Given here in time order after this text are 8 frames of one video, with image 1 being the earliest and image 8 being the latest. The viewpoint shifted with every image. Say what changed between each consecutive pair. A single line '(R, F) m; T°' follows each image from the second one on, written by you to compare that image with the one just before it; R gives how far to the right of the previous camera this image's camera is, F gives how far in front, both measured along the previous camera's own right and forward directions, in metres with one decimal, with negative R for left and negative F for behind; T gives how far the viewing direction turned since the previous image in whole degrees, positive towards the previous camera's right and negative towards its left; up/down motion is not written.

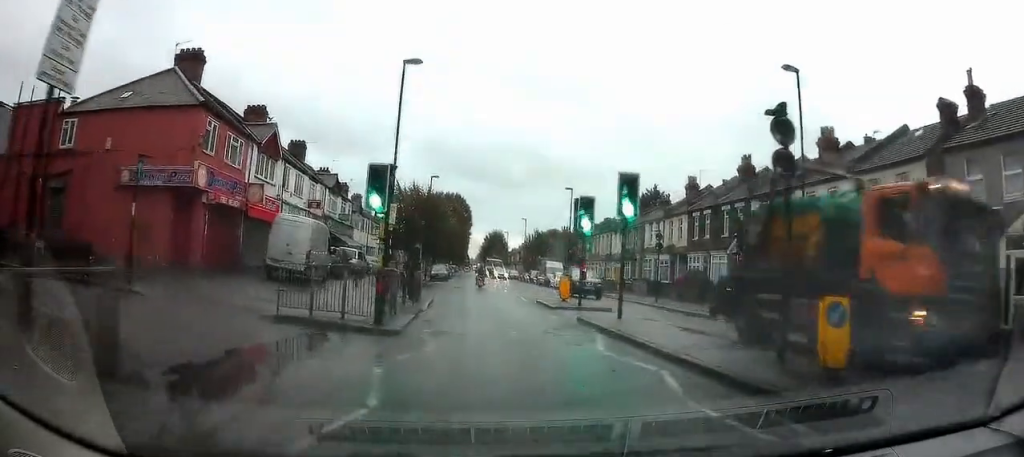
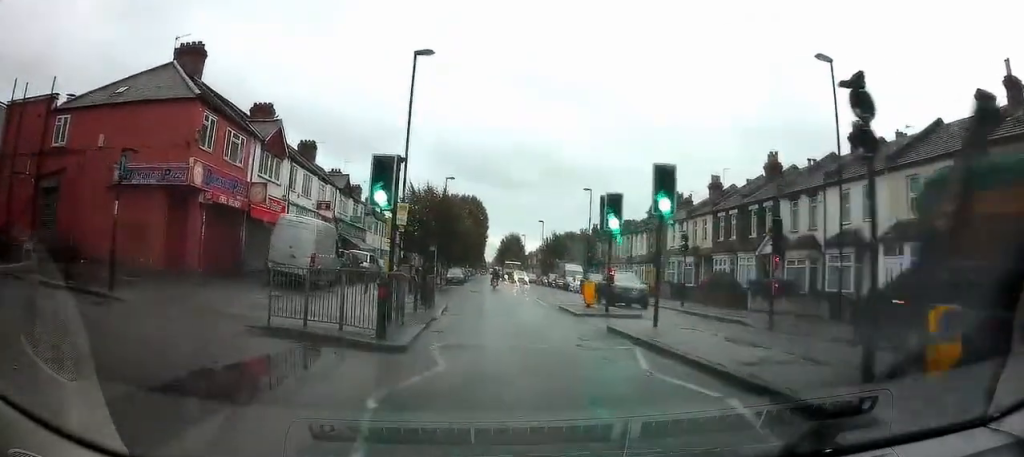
(0.0, +1.7) m; +1°
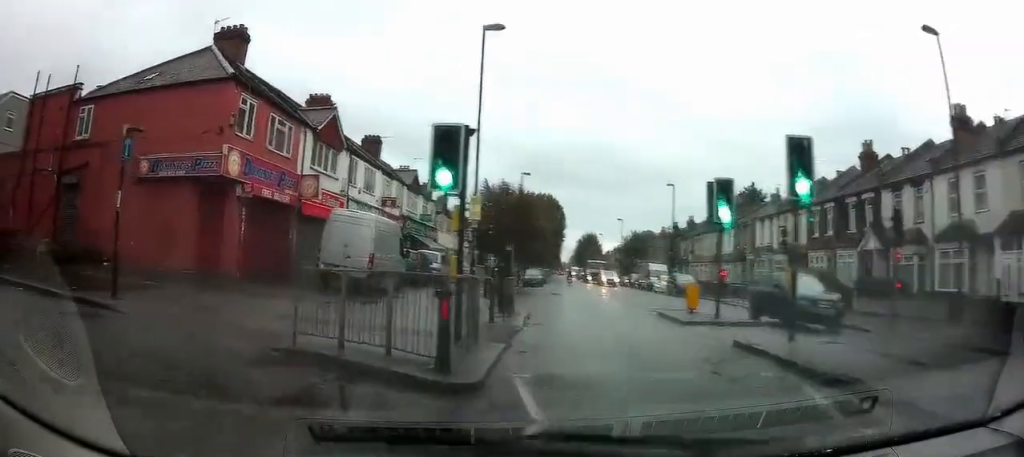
(0.0, +3.0) m; +1°
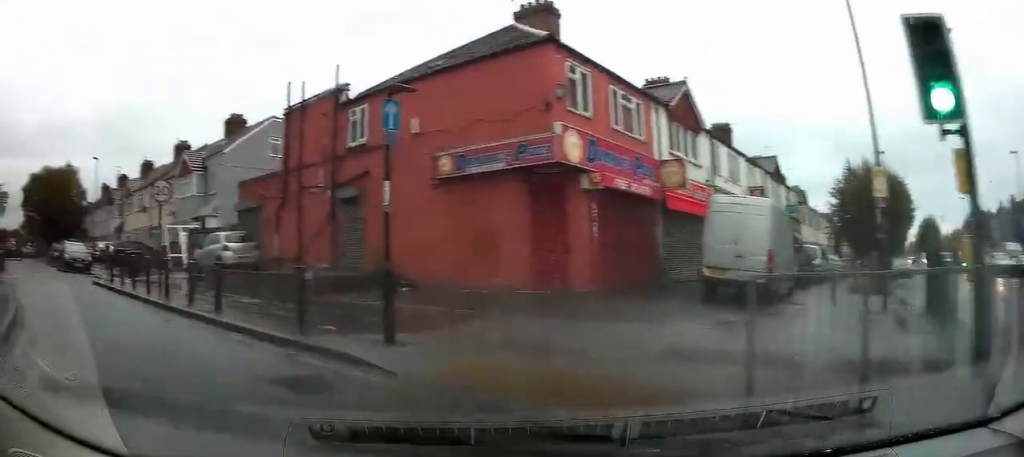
(-0.3, +4.4) m; -41°
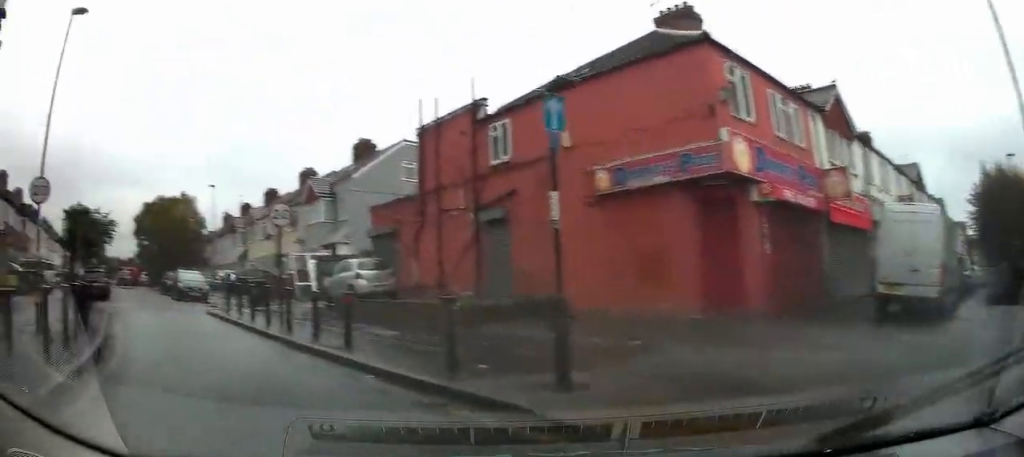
(-0.5, +1.1) m; -21°
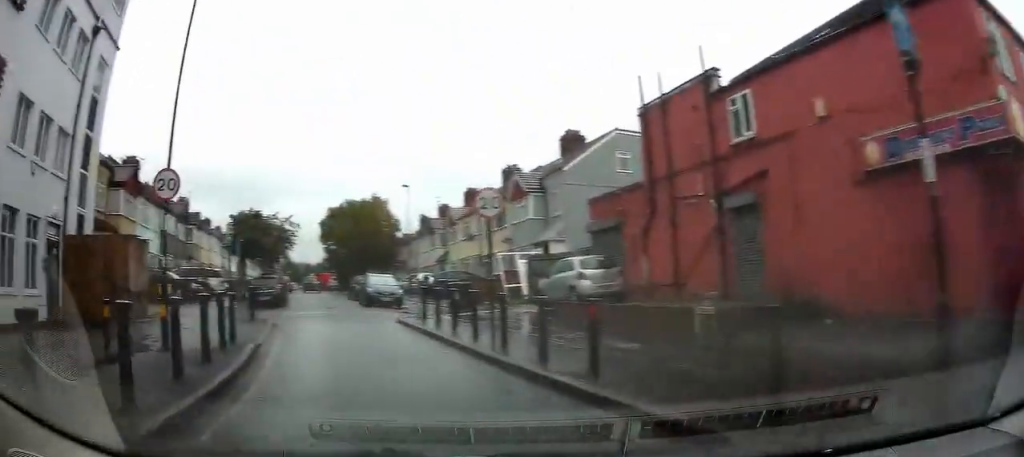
(-0.7, +2.1) m; -23°
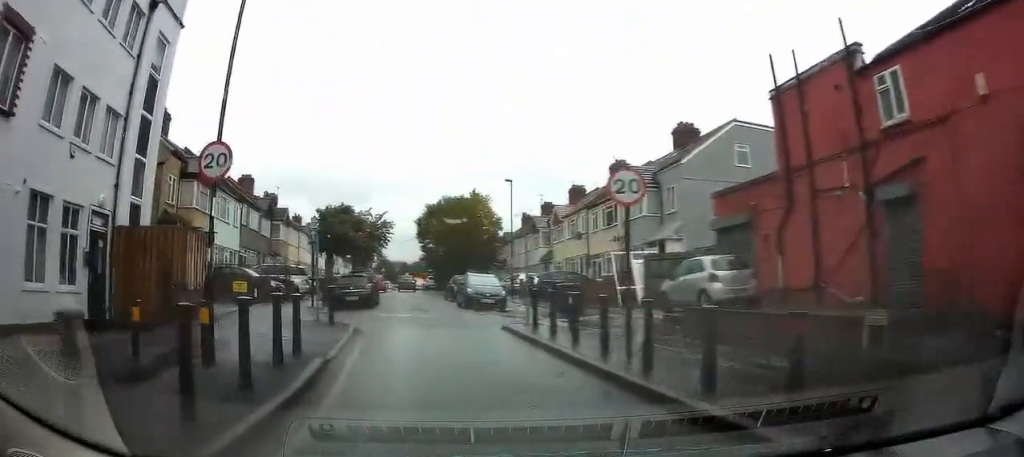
(-0.3, +1.9) m; -6°
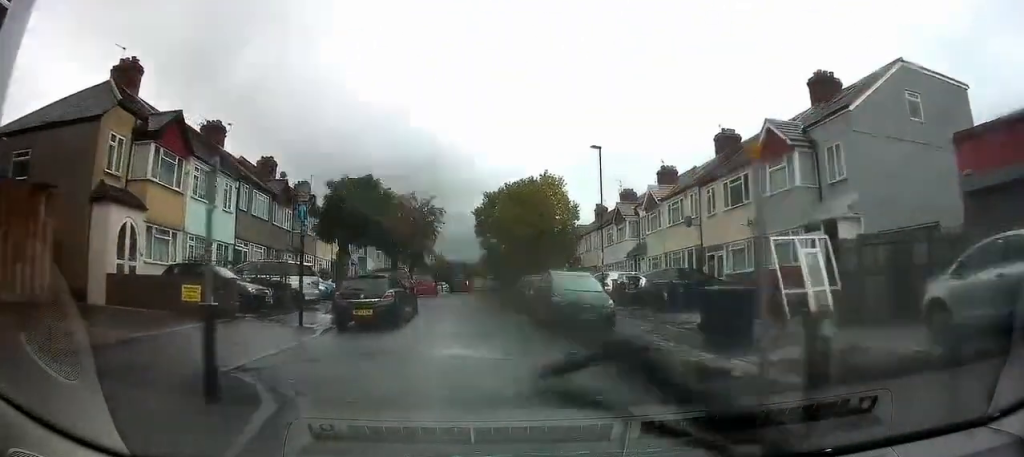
(-0.4, +8.6) m; -5°
